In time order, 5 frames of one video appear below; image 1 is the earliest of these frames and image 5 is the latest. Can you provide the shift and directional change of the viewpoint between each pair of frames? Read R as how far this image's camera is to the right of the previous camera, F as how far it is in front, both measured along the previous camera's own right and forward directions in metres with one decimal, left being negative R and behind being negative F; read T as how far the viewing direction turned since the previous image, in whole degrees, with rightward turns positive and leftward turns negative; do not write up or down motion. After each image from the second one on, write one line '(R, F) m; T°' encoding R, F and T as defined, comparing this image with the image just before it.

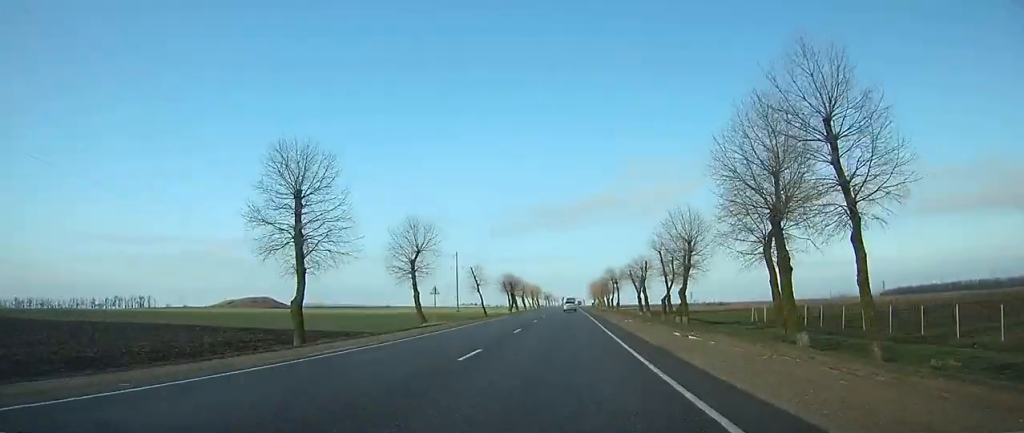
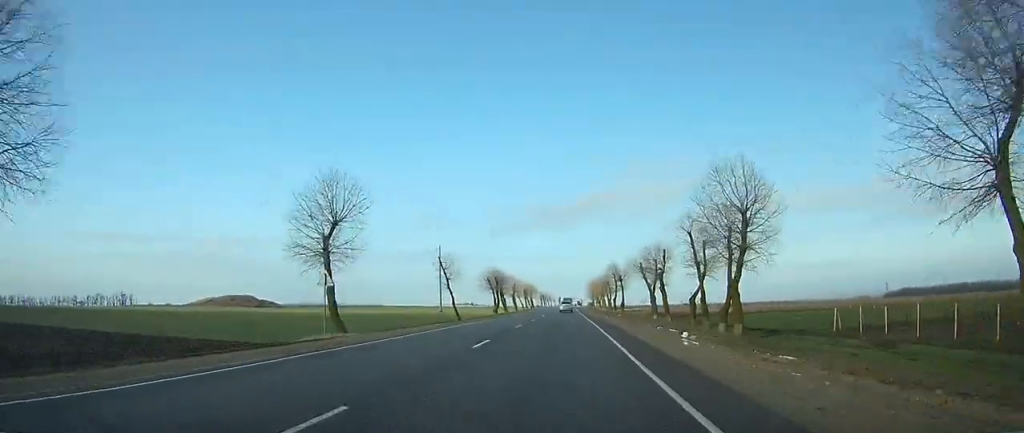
(+0.1, +21.1) m; -1°
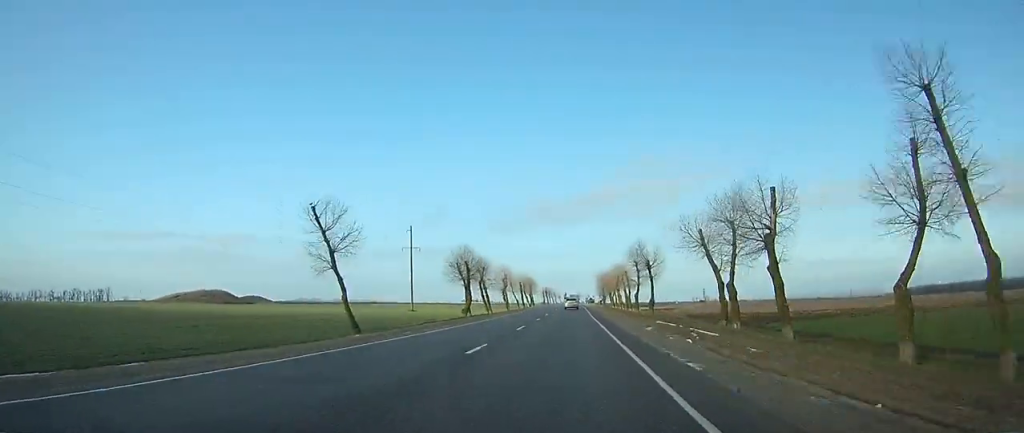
(-0.3, +37.9) m; 0°
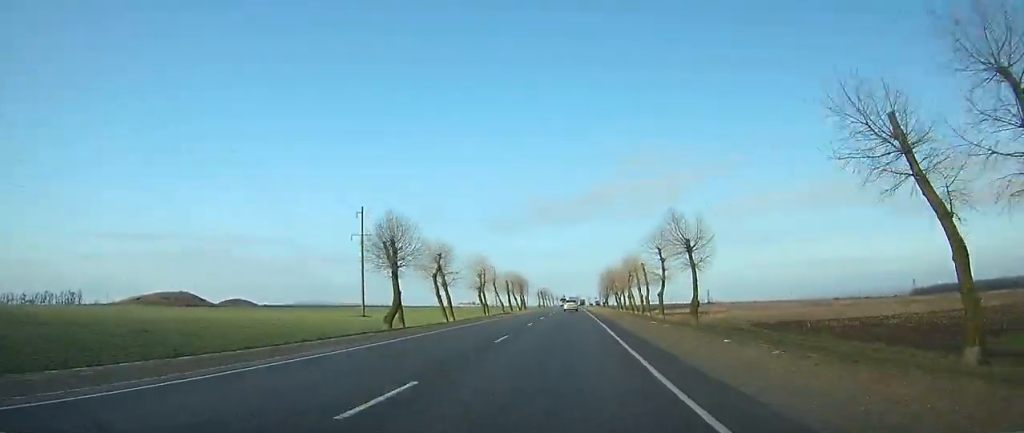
(-0.7, +31.9) m; +1°
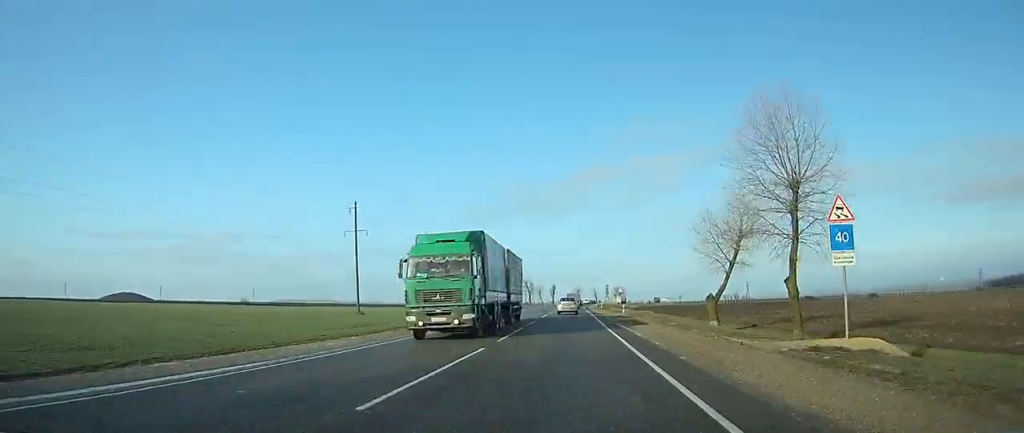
(+2.0, +177.0) m; 0°
